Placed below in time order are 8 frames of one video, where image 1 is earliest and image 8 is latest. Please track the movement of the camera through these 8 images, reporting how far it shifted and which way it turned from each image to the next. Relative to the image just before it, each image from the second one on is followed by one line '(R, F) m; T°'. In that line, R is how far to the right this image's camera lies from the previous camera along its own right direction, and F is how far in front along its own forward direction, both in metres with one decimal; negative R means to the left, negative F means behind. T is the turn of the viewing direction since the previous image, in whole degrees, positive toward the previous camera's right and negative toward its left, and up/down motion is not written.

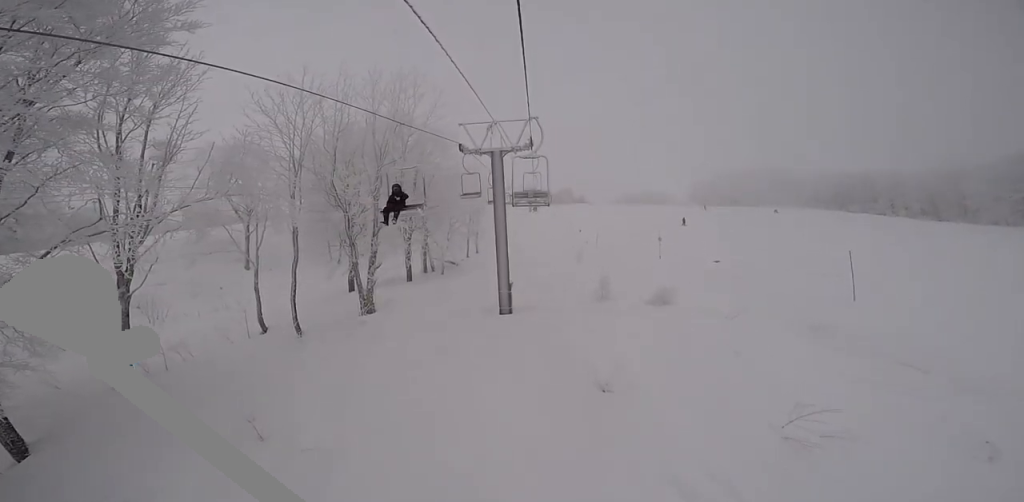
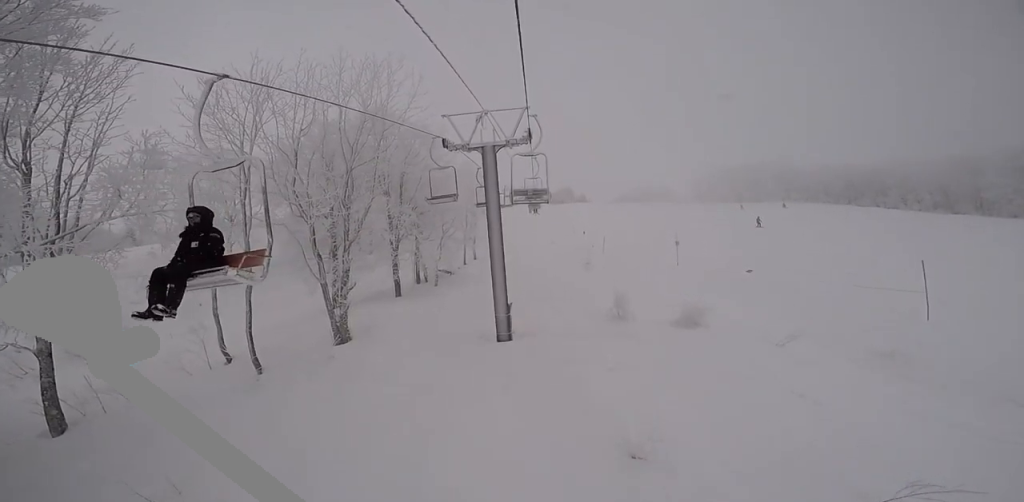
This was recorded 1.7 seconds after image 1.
(+0.2, +3.0) m; +4°
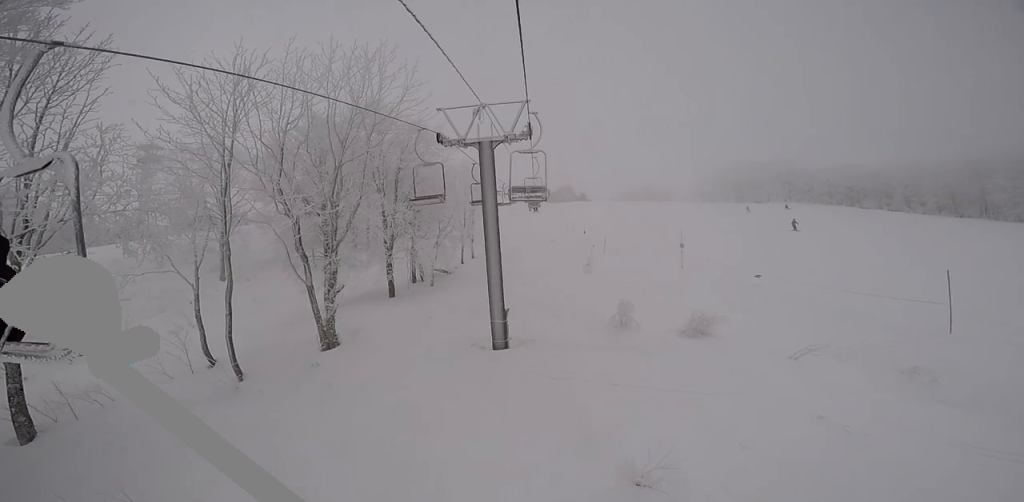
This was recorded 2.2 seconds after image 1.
(0.0, +0.8) m; -3°
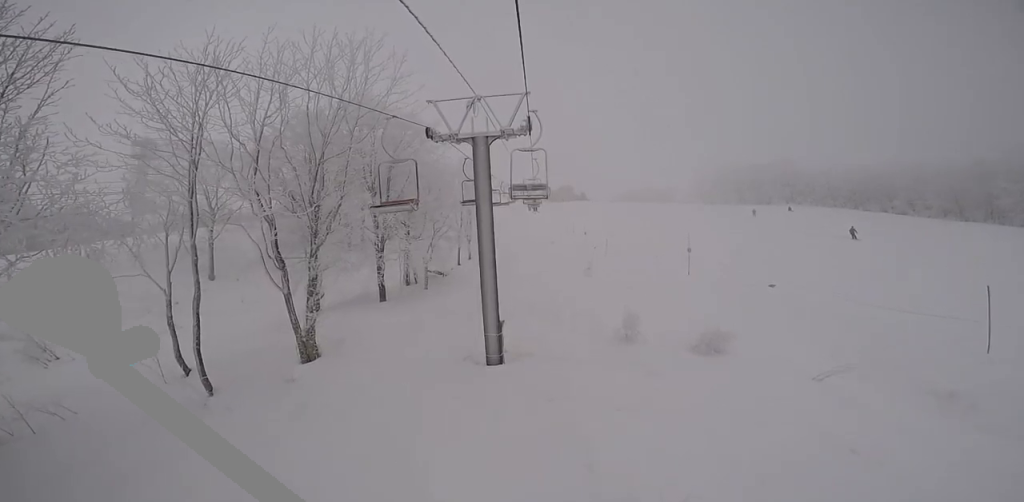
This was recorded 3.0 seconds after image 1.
(0.0, +1.2) m; -4°
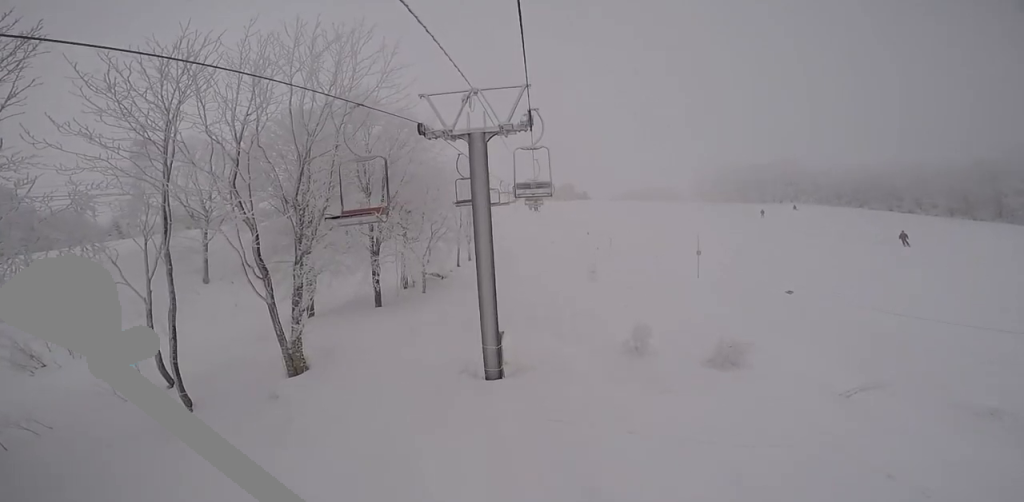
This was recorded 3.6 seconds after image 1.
(0.0, +0.9) m; -1°
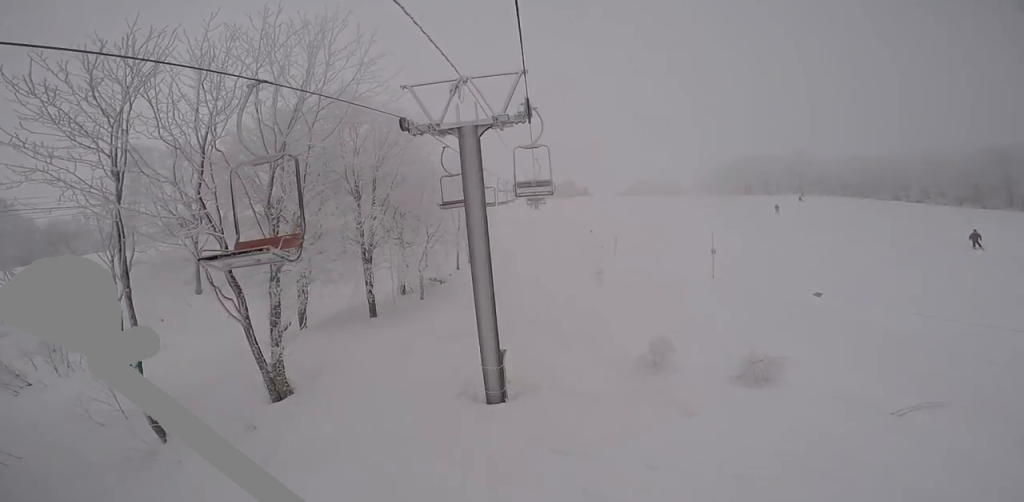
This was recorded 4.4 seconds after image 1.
(0.0, +1.2) m; 0°
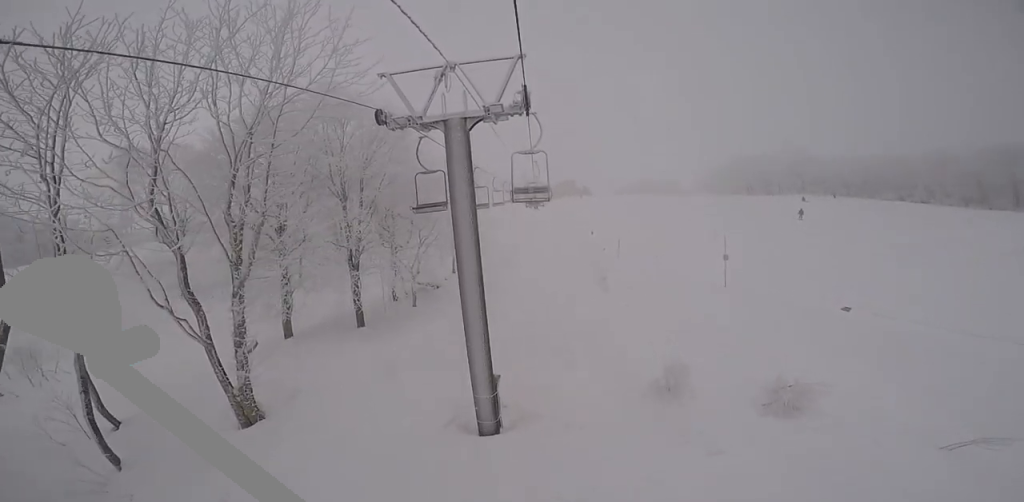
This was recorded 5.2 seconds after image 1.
(0.0, +1.3) m; +1°
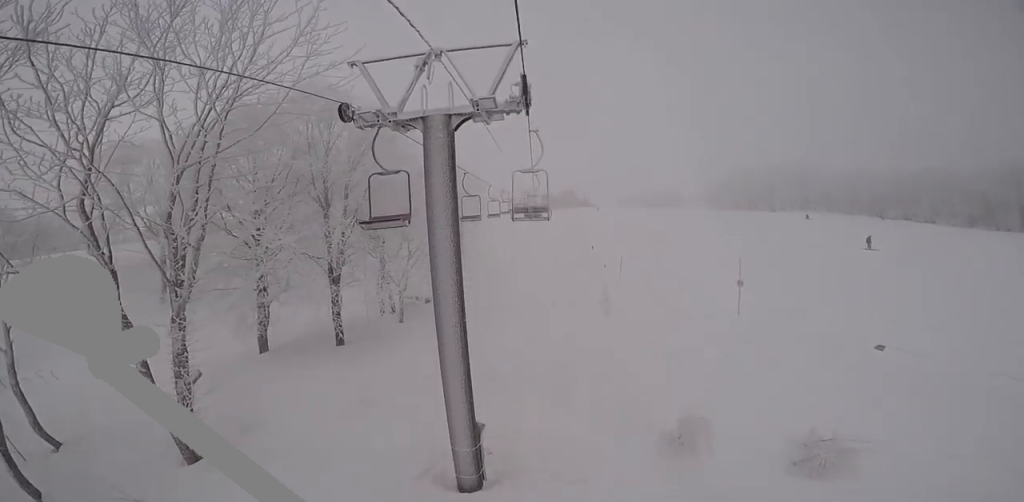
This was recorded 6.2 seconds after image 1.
(0.0, +1.5) m; +4°
